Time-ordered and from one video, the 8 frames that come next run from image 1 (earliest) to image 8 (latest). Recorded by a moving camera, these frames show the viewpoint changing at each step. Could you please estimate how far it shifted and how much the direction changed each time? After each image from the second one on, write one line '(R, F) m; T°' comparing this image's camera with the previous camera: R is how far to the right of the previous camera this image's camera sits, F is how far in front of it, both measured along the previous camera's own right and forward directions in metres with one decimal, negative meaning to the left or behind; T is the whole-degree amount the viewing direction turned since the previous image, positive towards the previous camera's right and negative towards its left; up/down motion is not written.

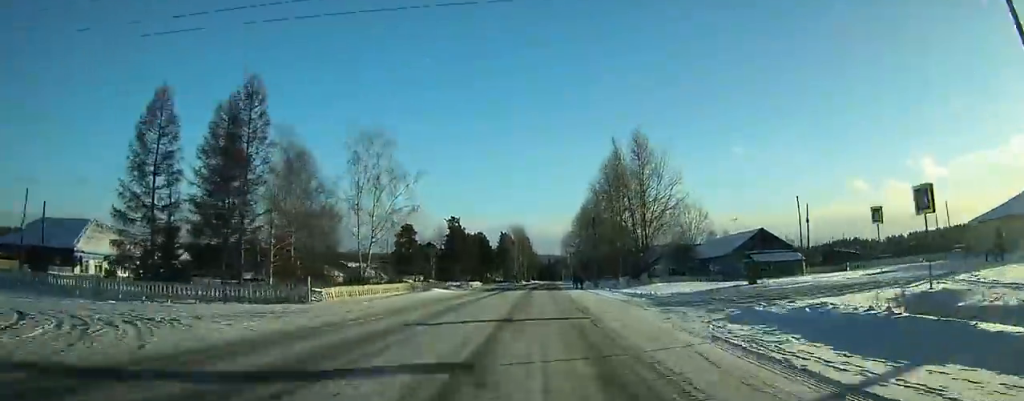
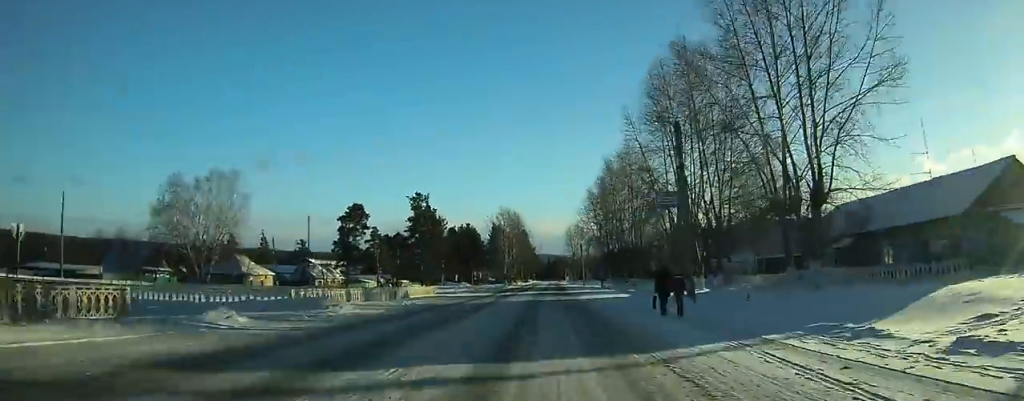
(+0.5, +41.4) m; +1°
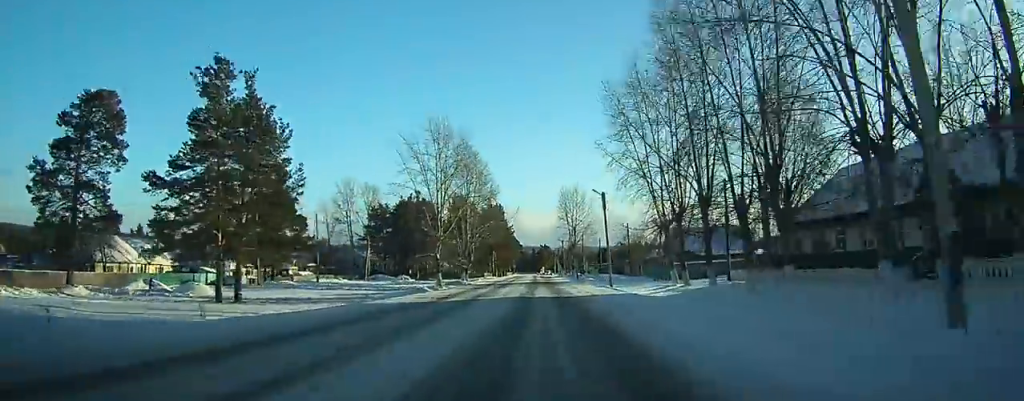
(+1.0, +64.2) m; +2°
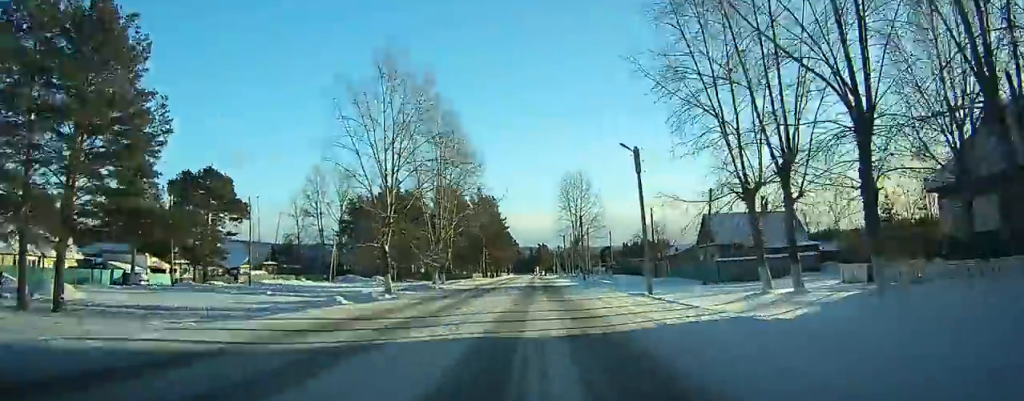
(0.0, +18.7) m; 0°
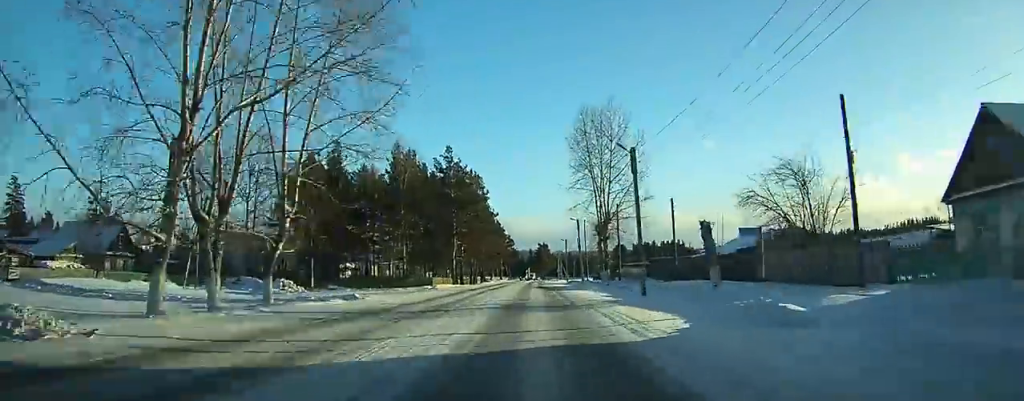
(-0.2, +40.8) m; 0°
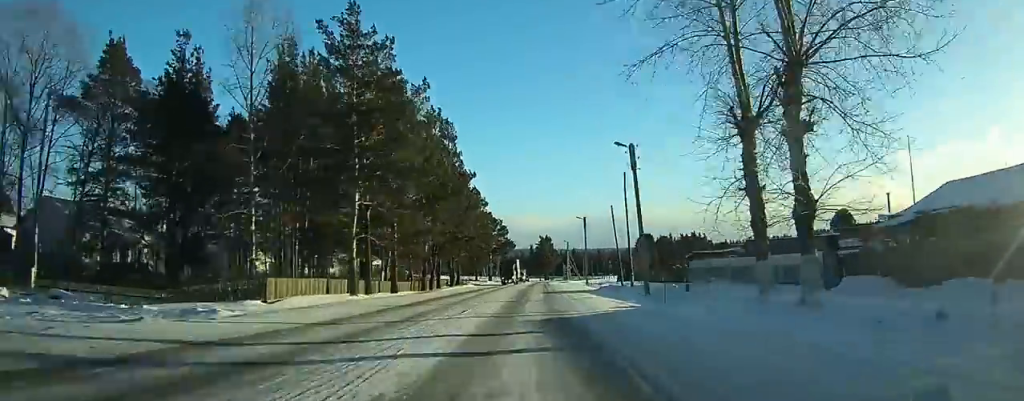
(0.0, +42.5) m; 0°
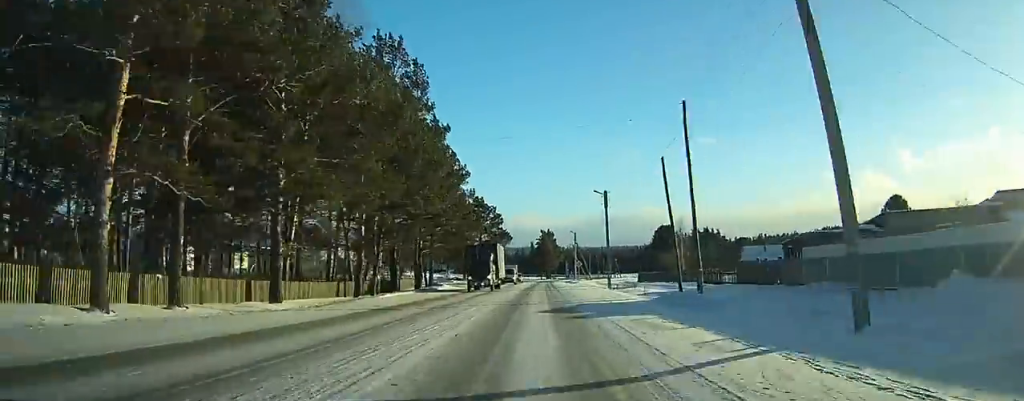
(-0.1, +21.3) m; 0°
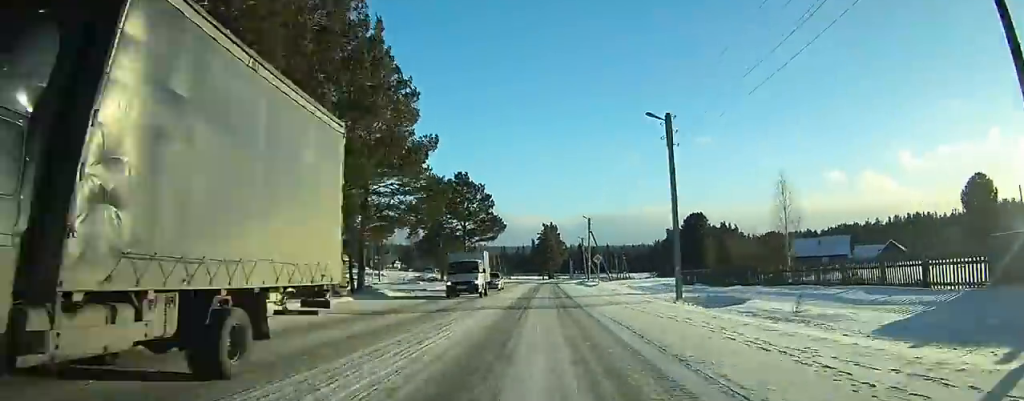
(-0.1, +24.5) m; 0°
